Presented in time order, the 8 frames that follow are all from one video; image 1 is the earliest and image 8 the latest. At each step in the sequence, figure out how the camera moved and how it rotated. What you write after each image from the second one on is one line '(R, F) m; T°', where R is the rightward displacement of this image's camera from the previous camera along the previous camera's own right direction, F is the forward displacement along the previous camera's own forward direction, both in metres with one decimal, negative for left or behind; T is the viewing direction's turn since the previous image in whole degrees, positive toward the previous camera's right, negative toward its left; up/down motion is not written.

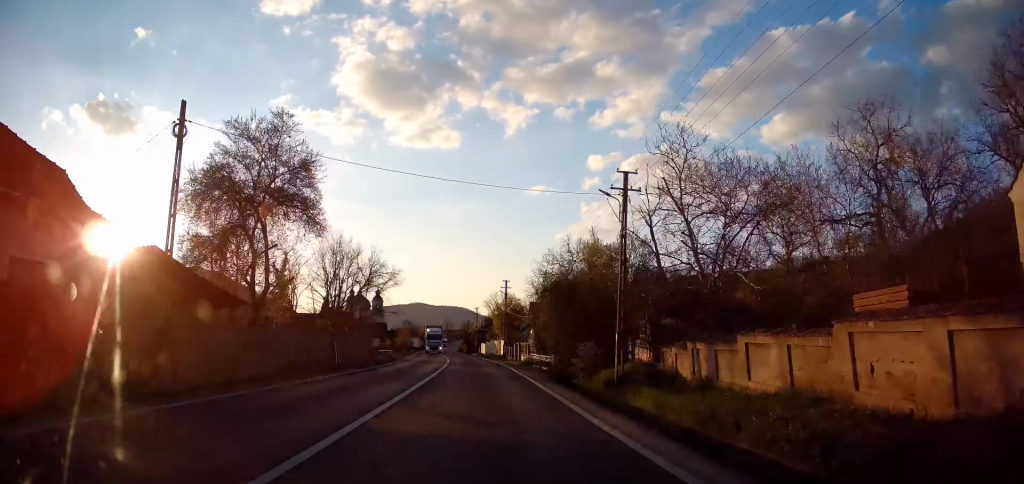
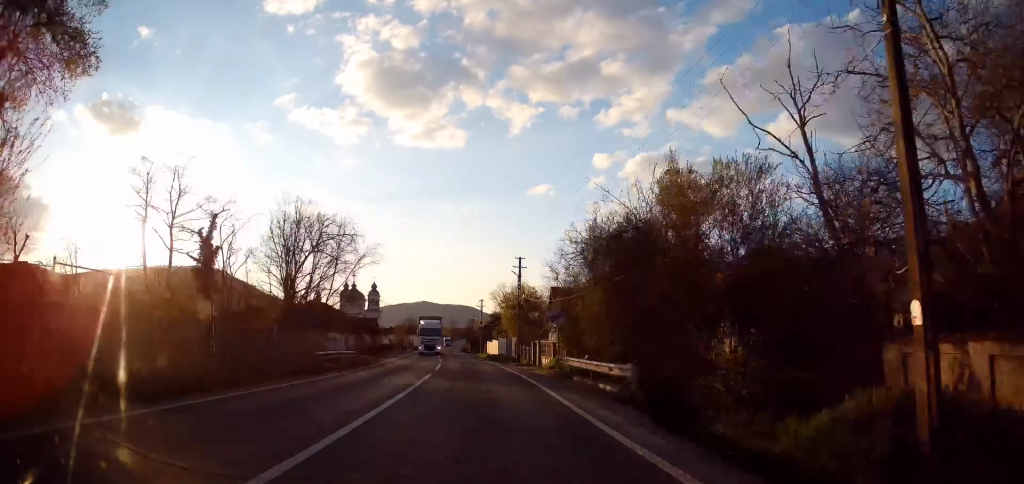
(0.0, +13.9) m; 0°
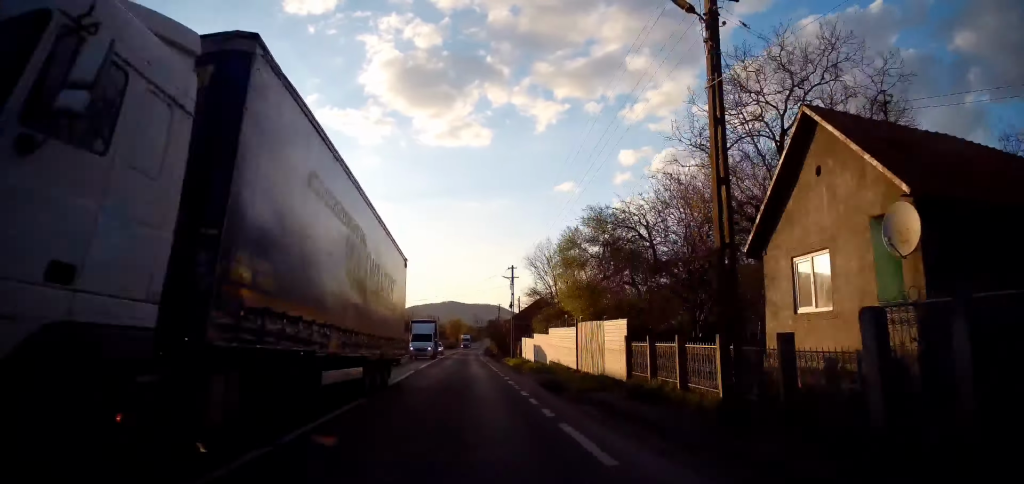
(-0.3, +33.7) m; -1°
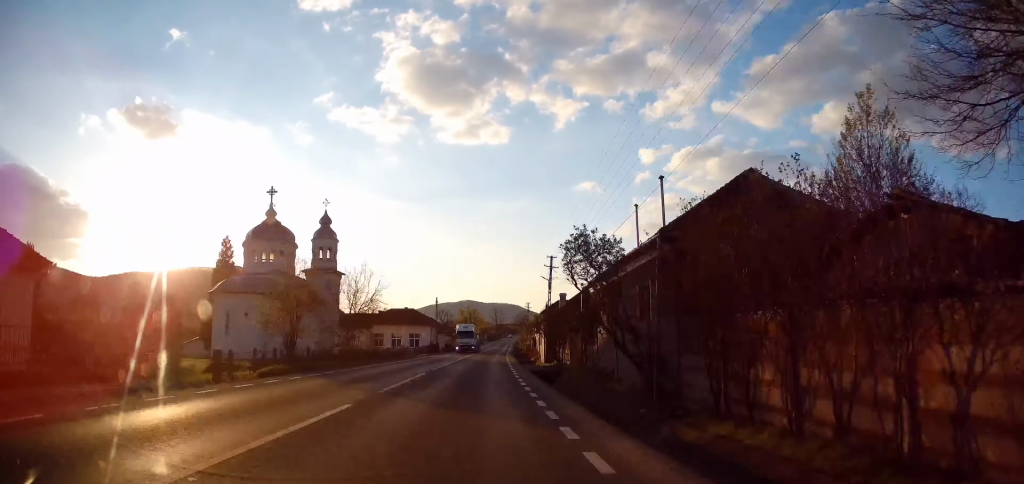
(-1.2, +48.6) m; -3°
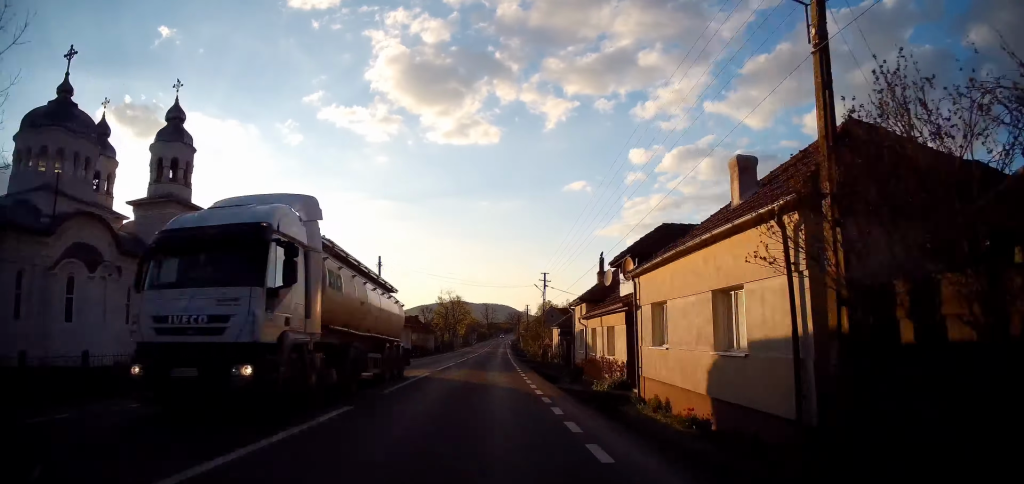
(0.0, +35.5) m; 0°
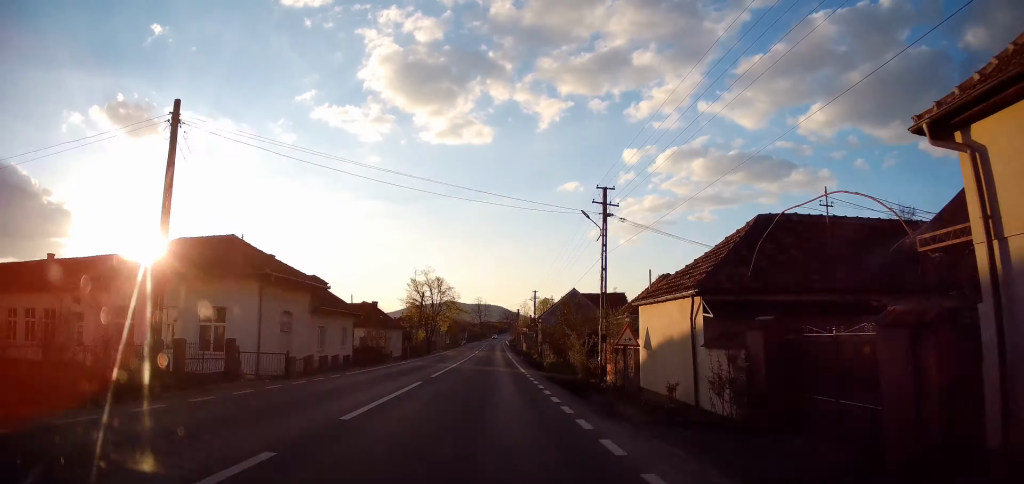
(+0.2, +27.3) m; 0°
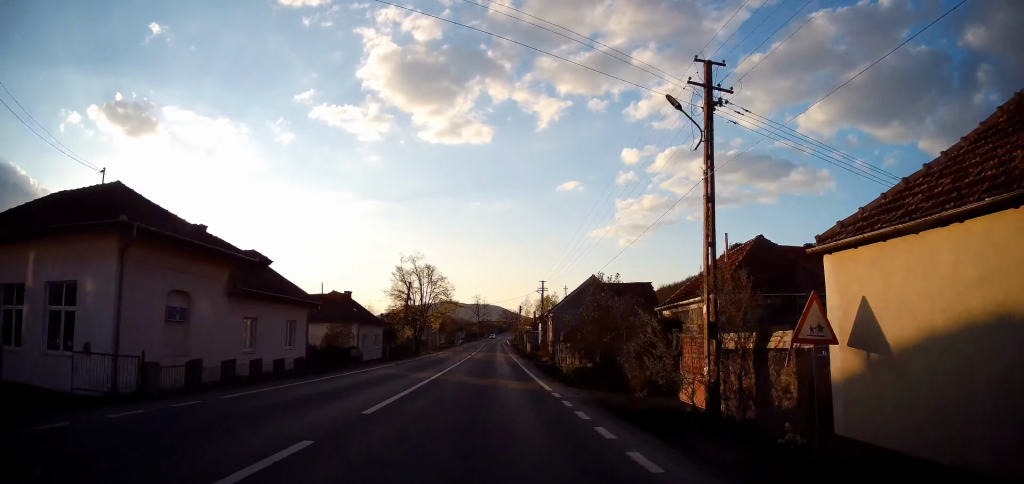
(+0.2, +10.8) m; 0°
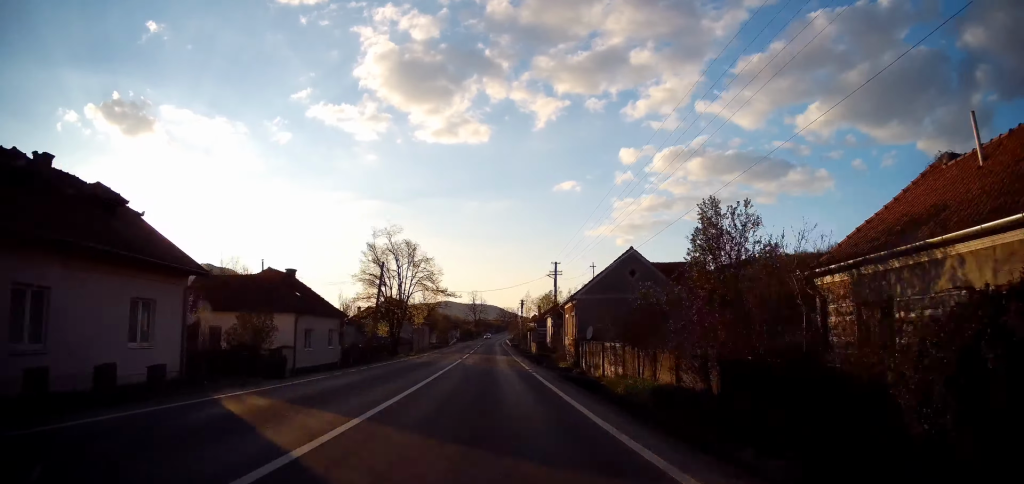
(-0.2, +13.3) m; 0°
